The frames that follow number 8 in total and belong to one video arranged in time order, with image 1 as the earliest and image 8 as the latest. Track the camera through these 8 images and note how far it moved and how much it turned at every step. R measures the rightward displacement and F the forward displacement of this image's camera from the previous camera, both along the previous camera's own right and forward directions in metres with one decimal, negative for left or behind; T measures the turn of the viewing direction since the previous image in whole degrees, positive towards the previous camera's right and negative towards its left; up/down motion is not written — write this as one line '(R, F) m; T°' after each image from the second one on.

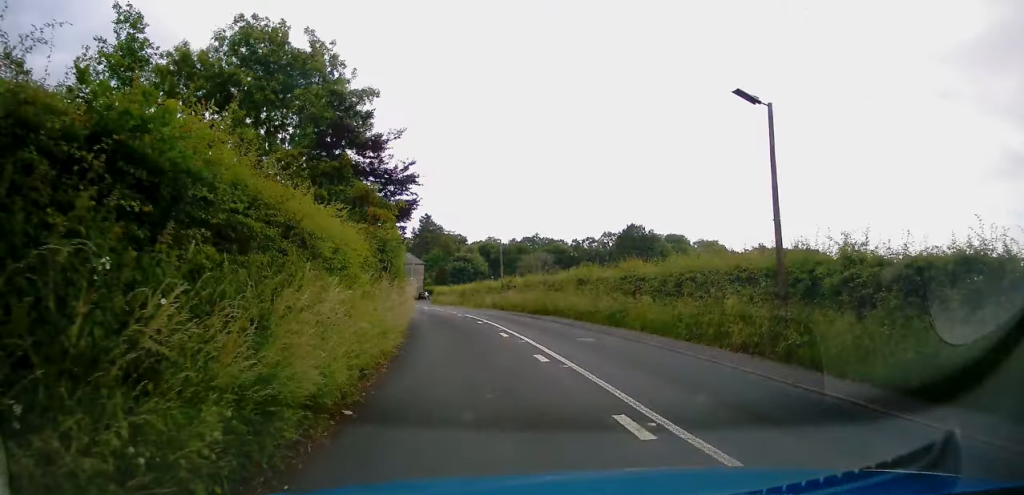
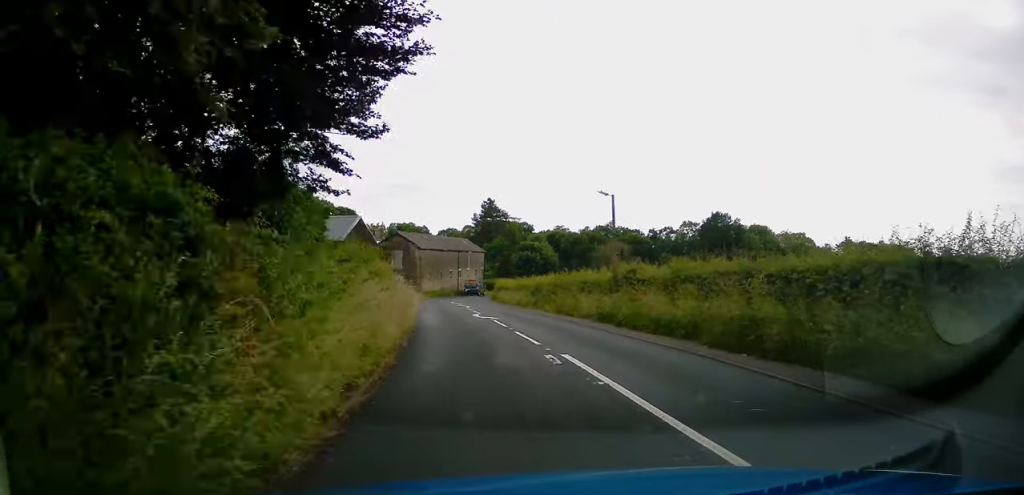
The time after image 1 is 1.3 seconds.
(-1.4, +20.0) m; -6°
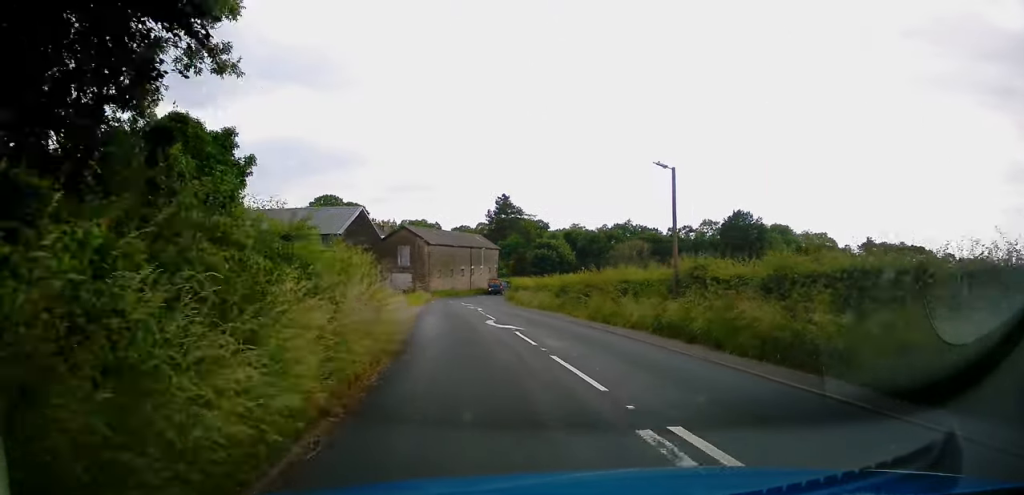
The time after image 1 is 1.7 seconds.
(-0.1, +6.1) m; -1°
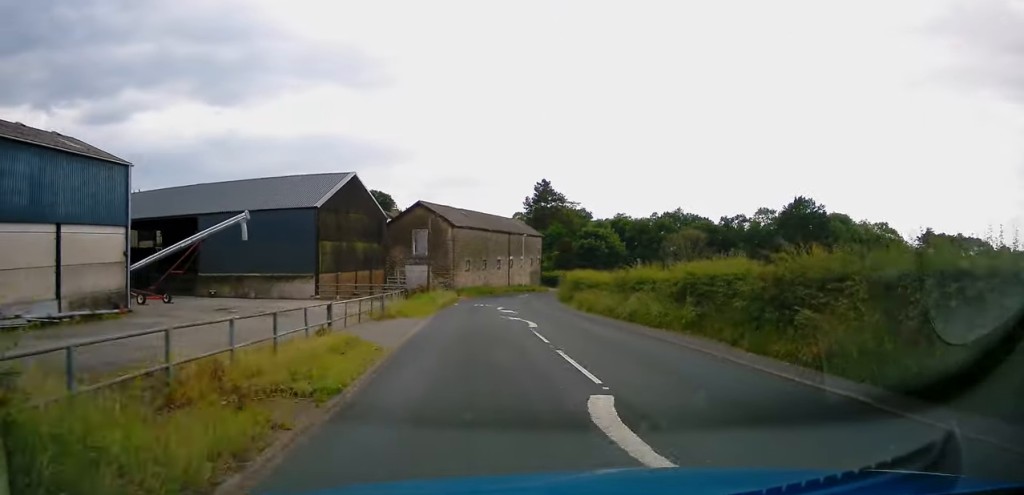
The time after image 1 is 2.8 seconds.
(-0.4, +16.6) m; -3°
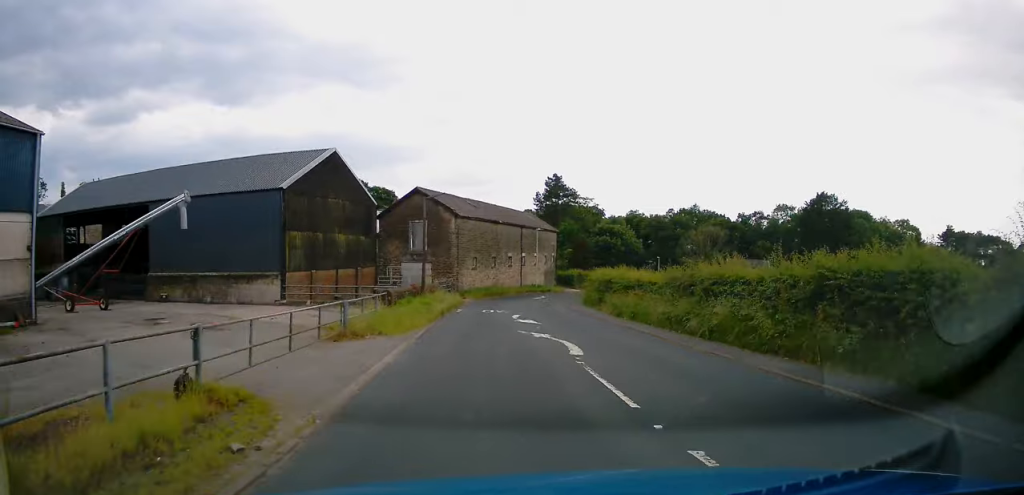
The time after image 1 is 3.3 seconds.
(0.0, +7.5) m; -1°
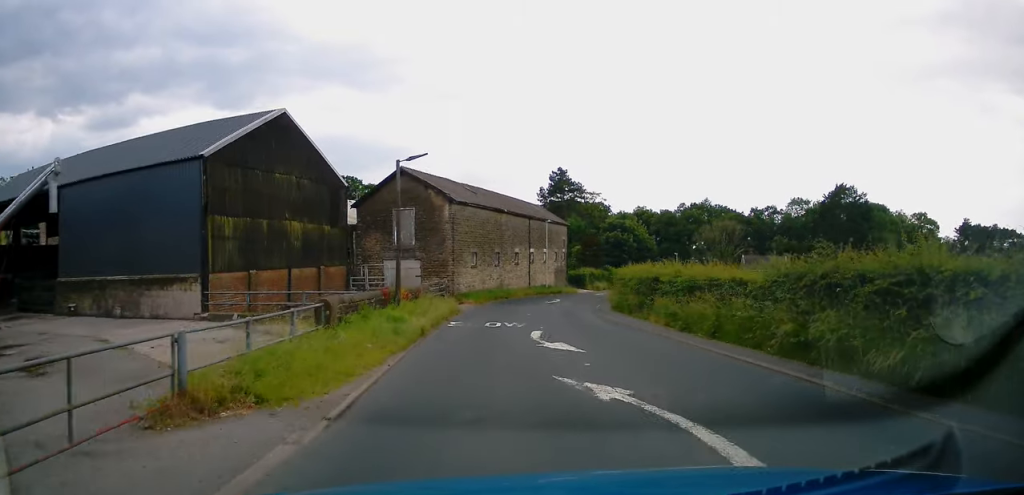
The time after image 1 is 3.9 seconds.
(-0.3, +8.6) m; 0°
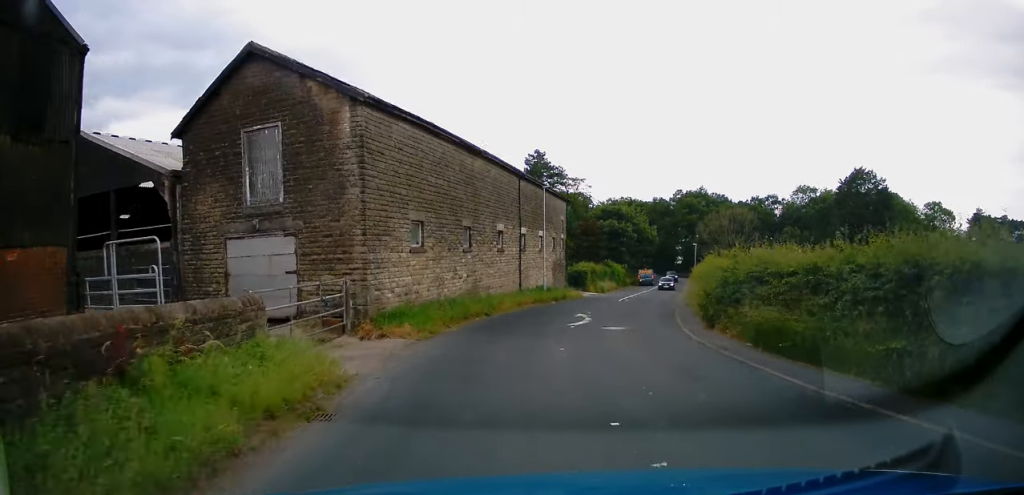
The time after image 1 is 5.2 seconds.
(+0.1, +19.5) m; +4°
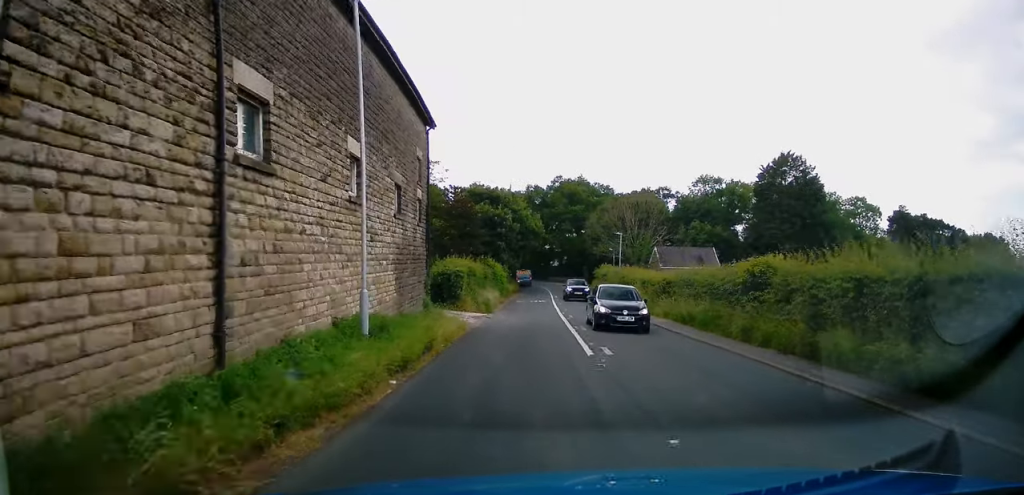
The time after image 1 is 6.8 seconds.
(+2.4, +24.4) m; +10°
